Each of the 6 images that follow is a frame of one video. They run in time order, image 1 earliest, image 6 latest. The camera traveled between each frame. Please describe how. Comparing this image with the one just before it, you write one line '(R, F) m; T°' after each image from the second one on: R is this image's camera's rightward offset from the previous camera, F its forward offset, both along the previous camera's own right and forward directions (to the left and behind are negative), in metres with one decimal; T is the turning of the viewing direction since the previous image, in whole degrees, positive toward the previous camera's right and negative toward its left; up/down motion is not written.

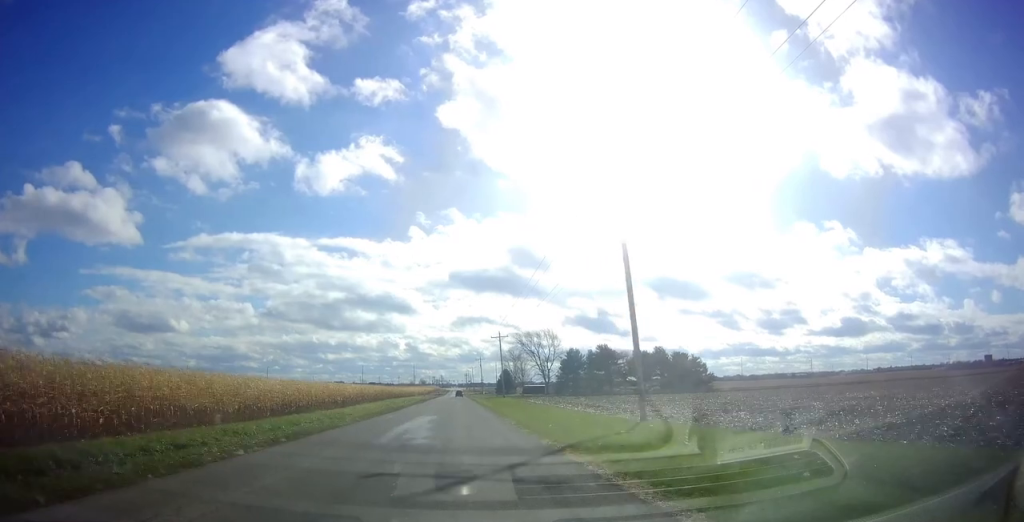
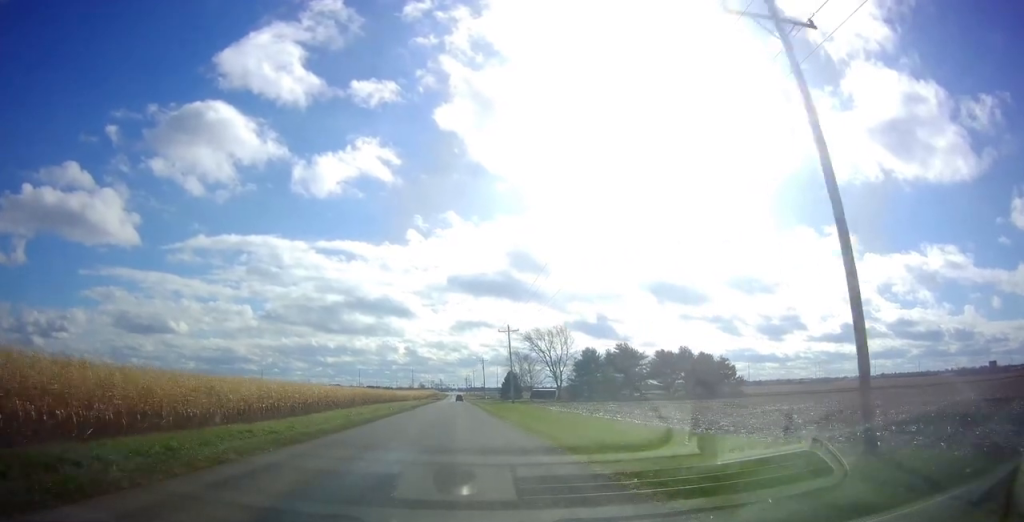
(-0.3, +16.8) m; -1°
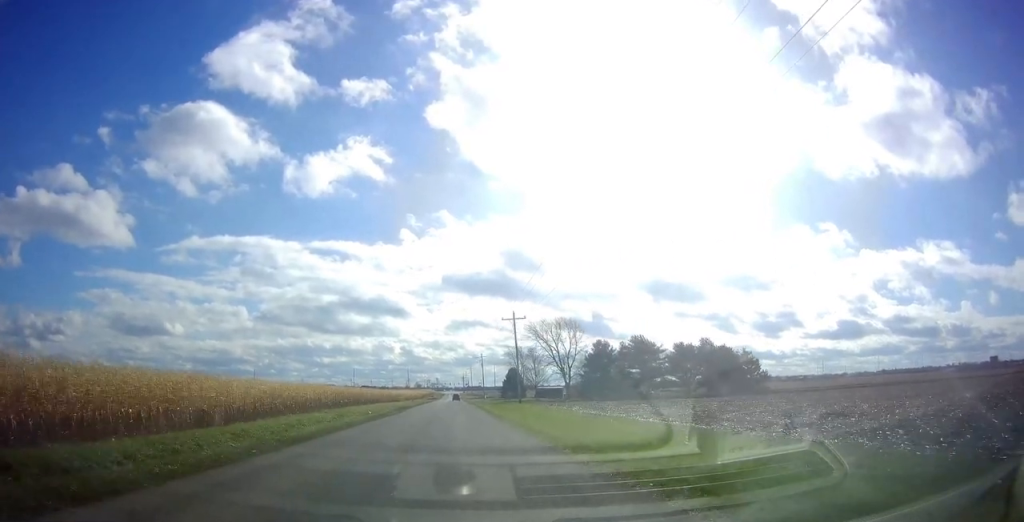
(-0.3, +12.7) m; 0°
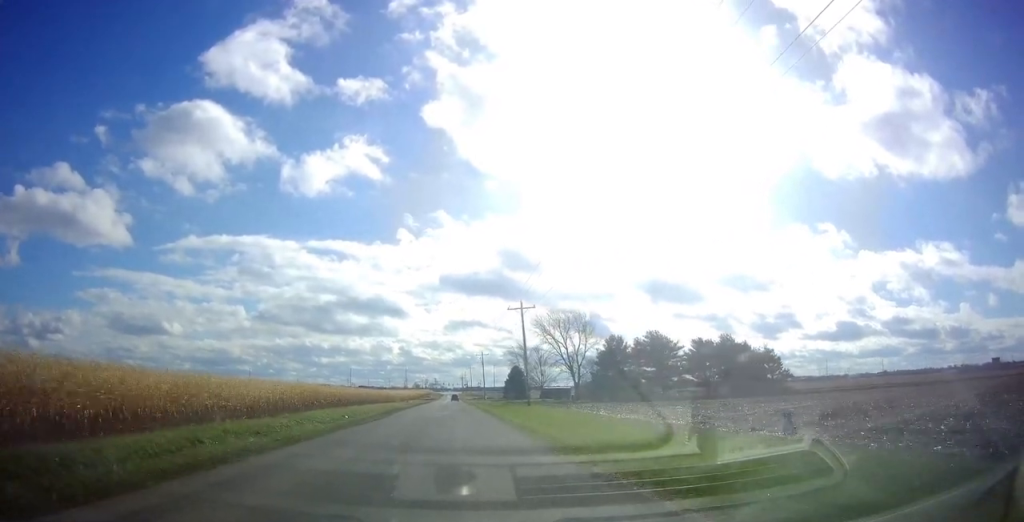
(+0.4, +9.6) m; +1°
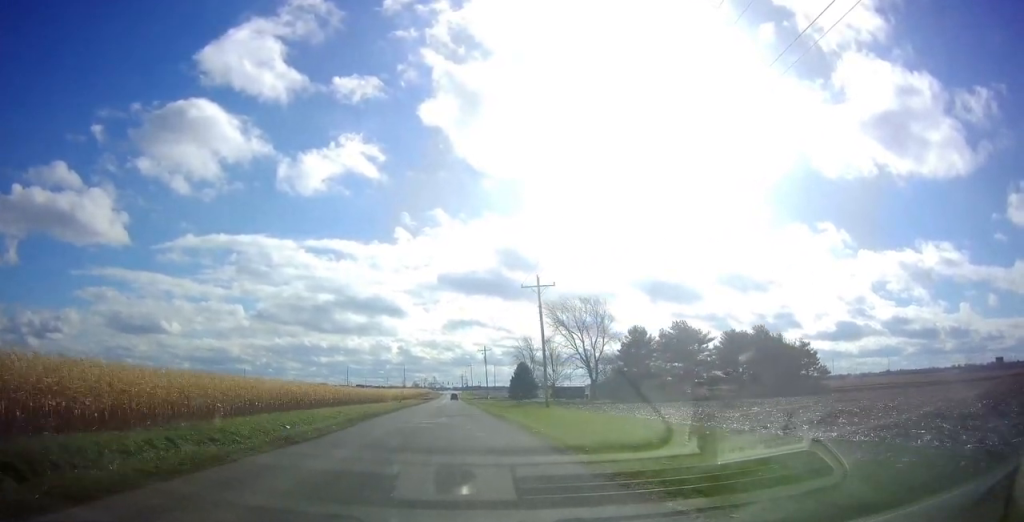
(+0.2, +13.1) m; +1°
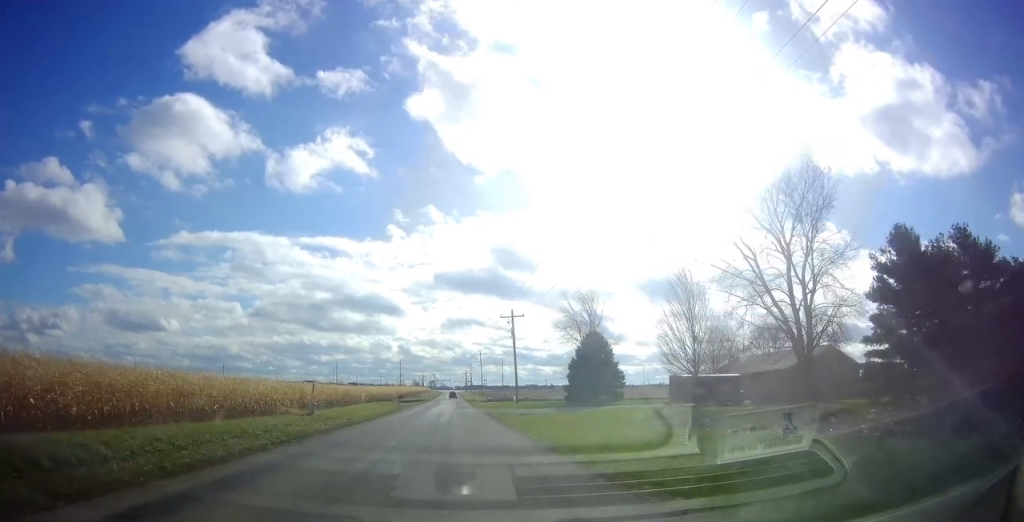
(-1.2, +56.6) m; 0°
